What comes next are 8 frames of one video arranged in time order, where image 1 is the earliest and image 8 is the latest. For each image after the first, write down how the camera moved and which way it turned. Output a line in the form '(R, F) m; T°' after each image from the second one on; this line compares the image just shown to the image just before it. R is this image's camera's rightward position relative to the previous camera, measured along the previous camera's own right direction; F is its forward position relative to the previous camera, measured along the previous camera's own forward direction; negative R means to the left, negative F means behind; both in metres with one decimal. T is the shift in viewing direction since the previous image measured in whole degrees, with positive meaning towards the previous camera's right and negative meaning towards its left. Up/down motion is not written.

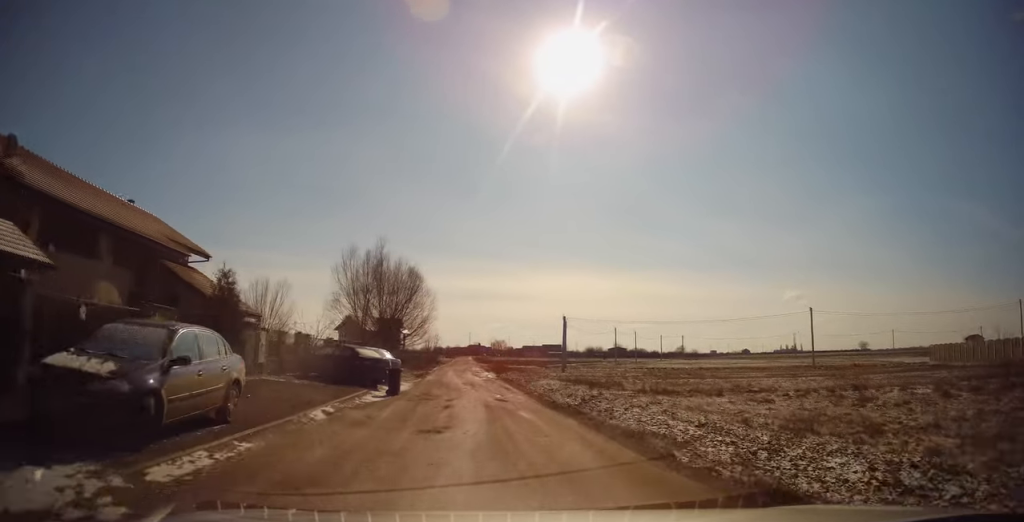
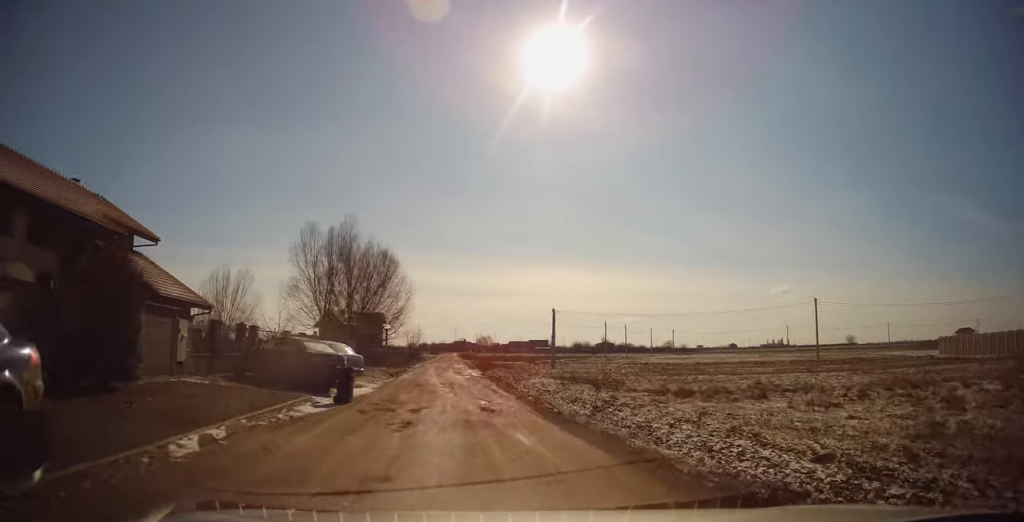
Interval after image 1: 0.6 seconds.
(-0.1, +4.5) m; 0°
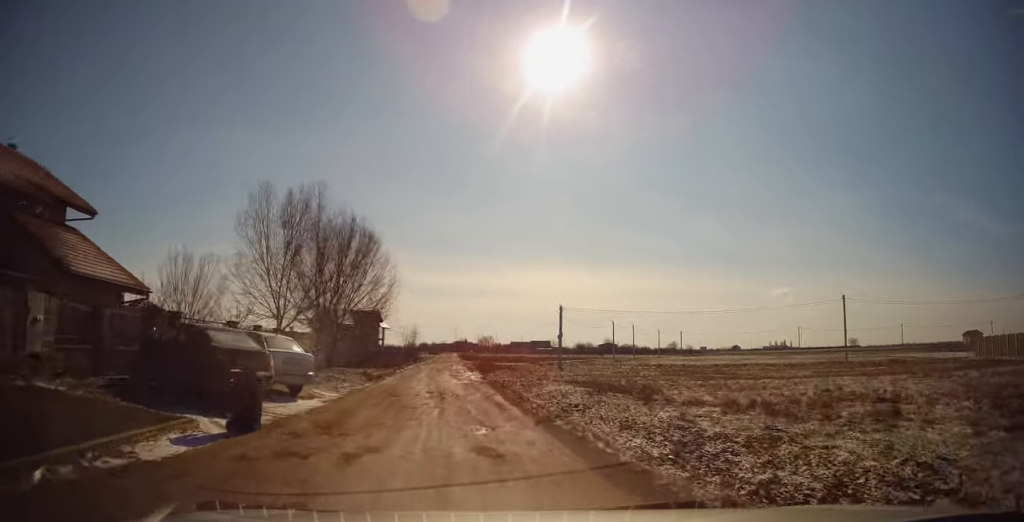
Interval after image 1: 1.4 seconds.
(-0.2, +5.6) m; 0°
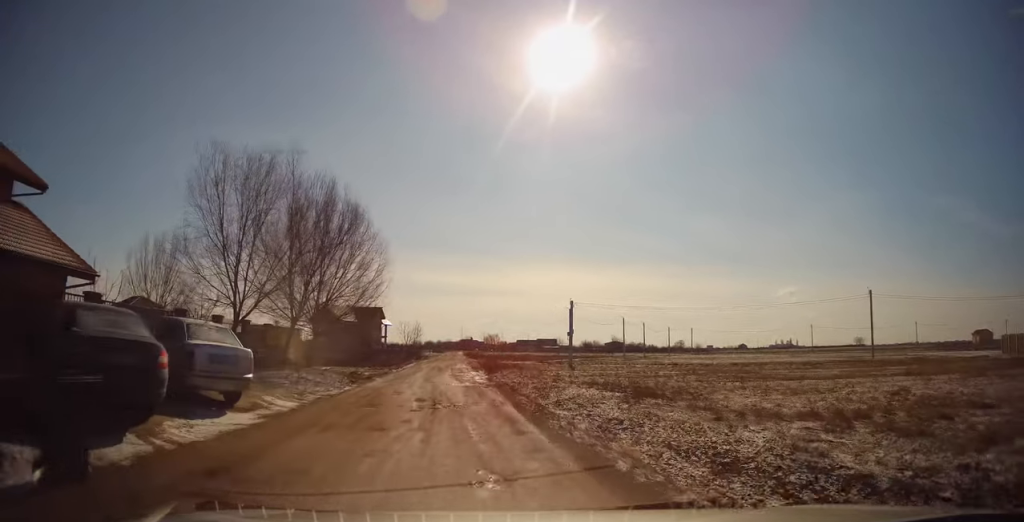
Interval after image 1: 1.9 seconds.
(+0.2, +3.7) m; 0°
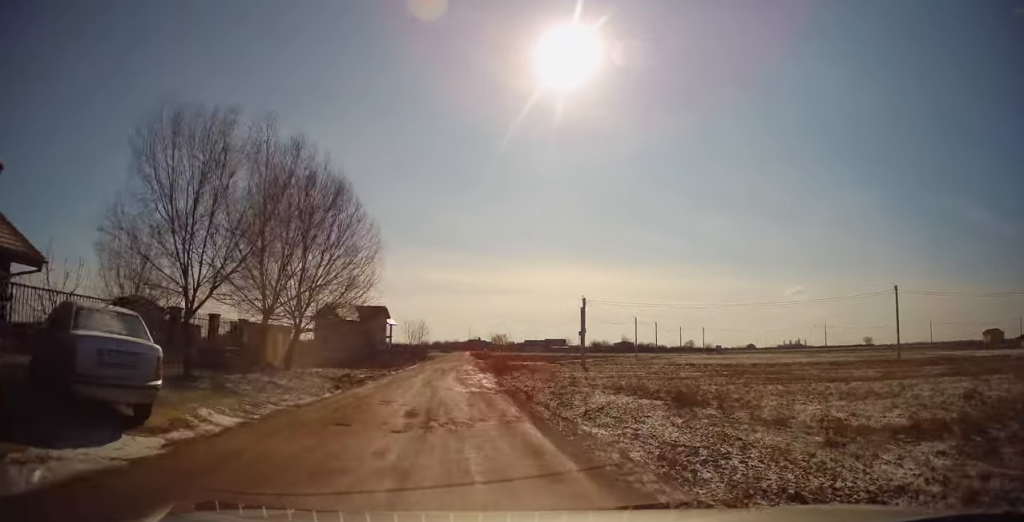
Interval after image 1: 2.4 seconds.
(+0.1, +3.2) m; -1°
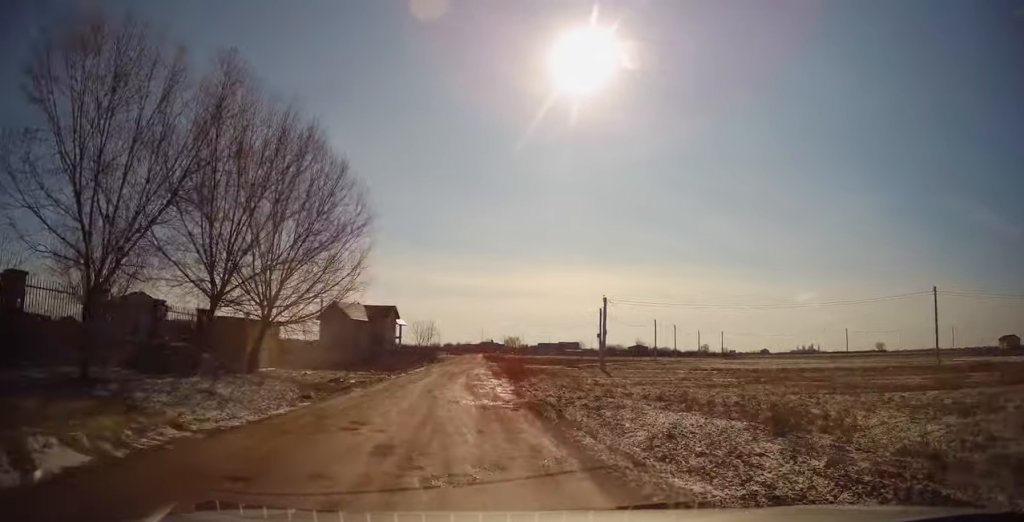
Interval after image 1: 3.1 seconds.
(-0.2, +4.6) m; -3°
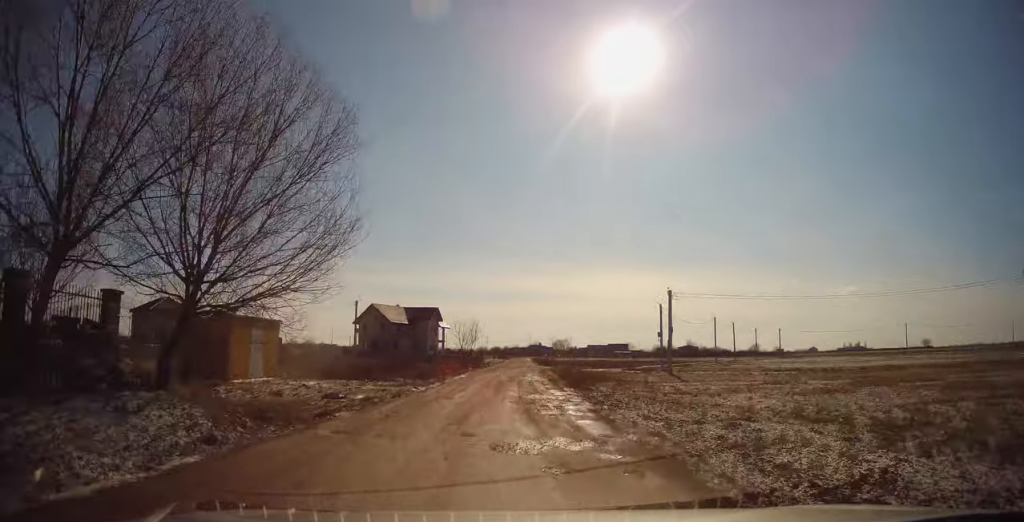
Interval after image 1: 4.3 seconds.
(-0.2, +7.4) m; -5°
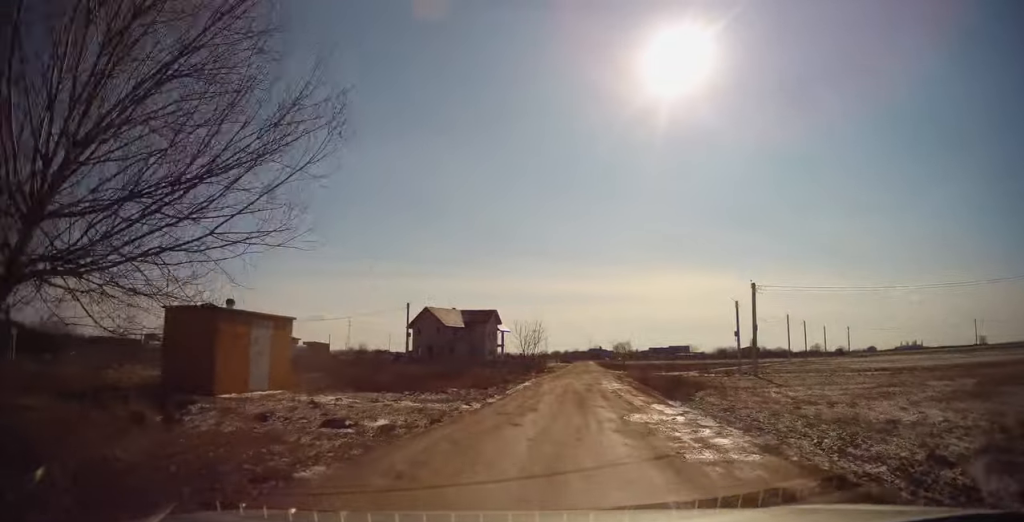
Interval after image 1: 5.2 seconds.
(-0.4, +5.8) m; -2°
